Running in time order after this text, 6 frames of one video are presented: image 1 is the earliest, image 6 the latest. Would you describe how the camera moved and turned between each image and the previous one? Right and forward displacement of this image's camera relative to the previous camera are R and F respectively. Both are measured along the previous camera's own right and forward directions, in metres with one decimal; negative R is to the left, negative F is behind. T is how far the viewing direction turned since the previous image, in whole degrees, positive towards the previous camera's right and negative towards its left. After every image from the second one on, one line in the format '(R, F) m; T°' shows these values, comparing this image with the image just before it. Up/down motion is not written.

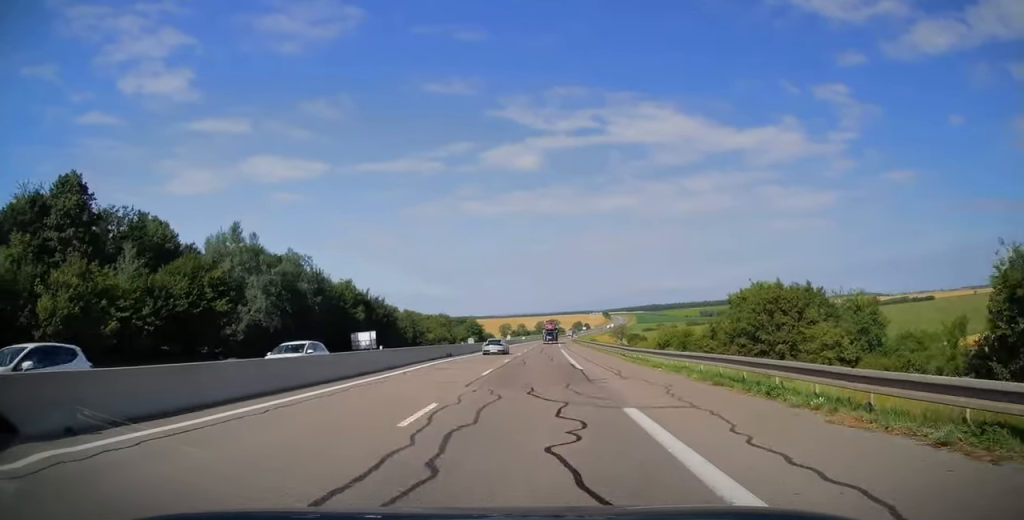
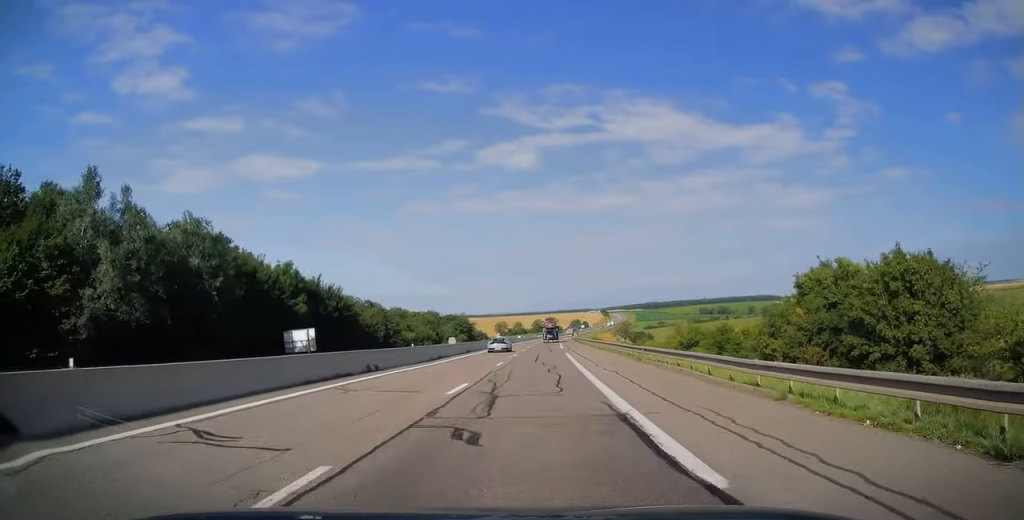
(0.0, +19.8) m; 0°
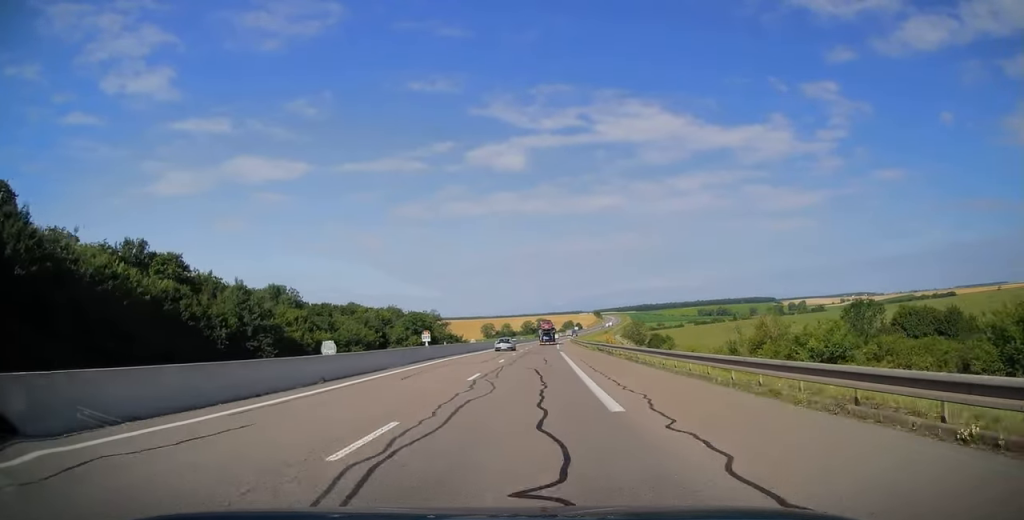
(+0.5, +45.3) m; +1°
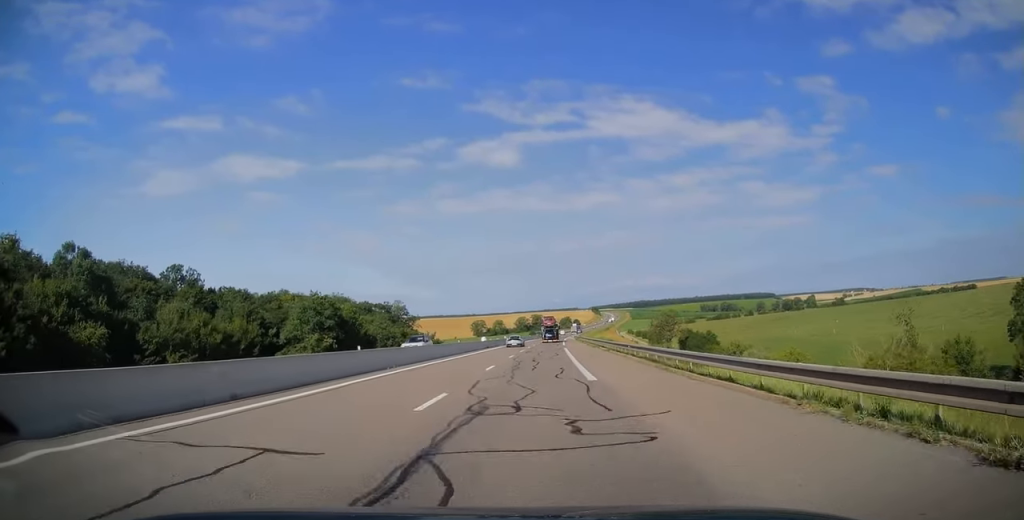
(+0.2, +42.1) m; 0°
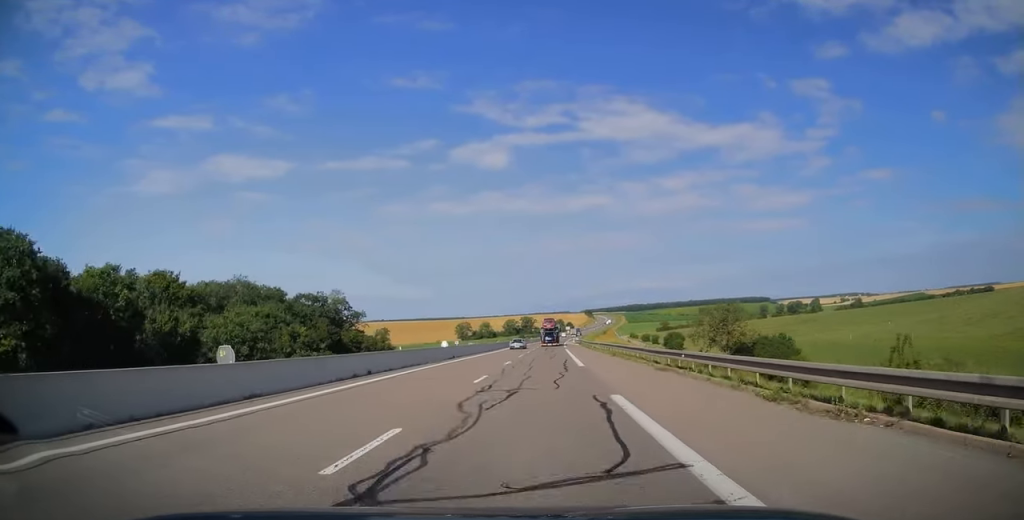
(-0.2, +36.1) m; 0°
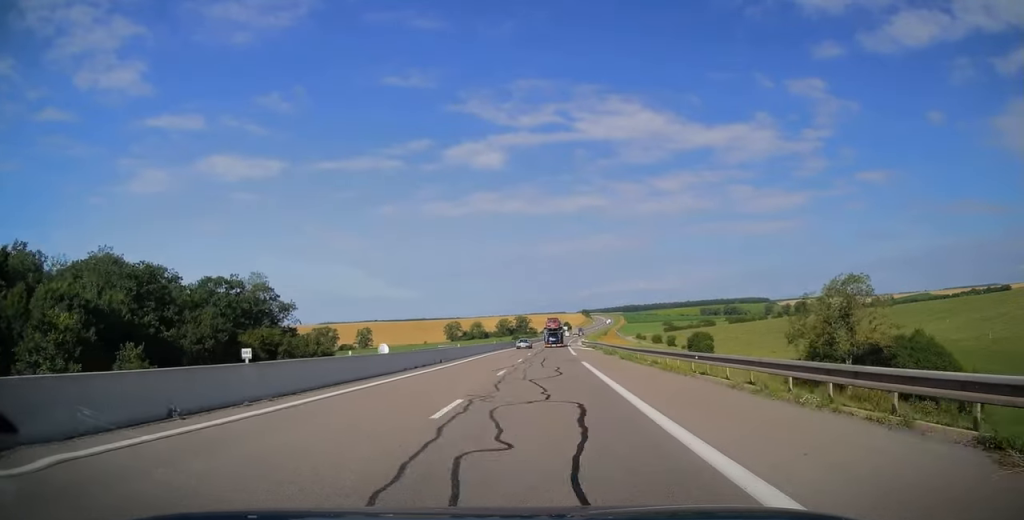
(+0.2, +29.5) m; +1°
